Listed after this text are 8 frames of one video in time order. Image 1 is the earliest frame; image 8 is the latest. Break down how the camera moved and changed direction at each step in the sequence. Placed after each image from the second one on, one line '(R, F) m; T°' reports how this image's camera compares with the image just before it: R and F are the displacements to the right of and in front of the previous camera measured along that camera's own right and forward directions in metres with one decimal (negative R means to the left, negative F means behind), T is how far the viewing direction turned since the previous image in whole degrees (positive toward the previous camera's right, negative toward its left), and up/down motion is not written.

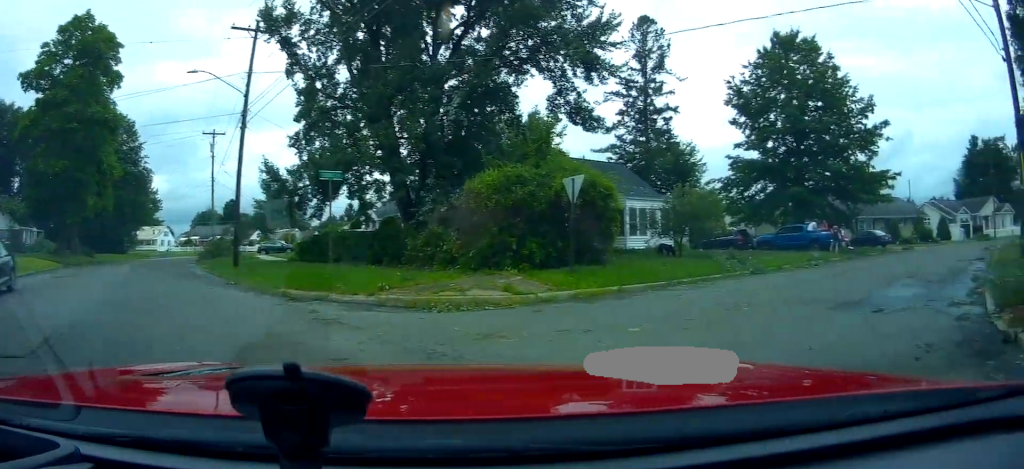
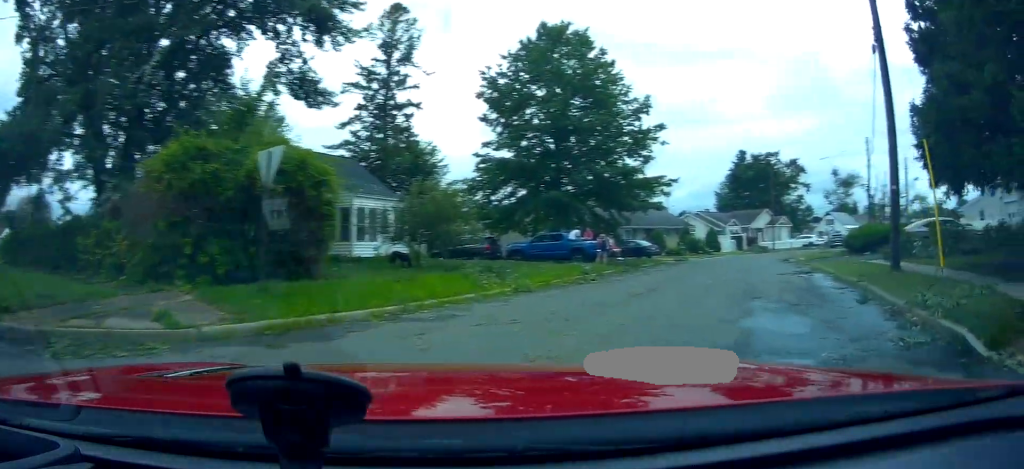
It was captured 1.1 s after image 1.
(+1.3, +4.3) m; +35°
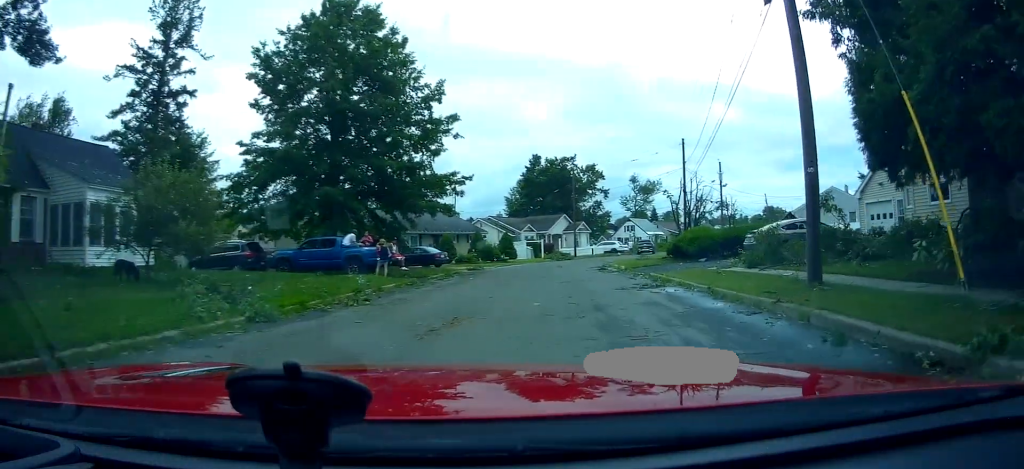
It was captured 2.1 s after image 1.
(+1.1, +4.3) m; +10°
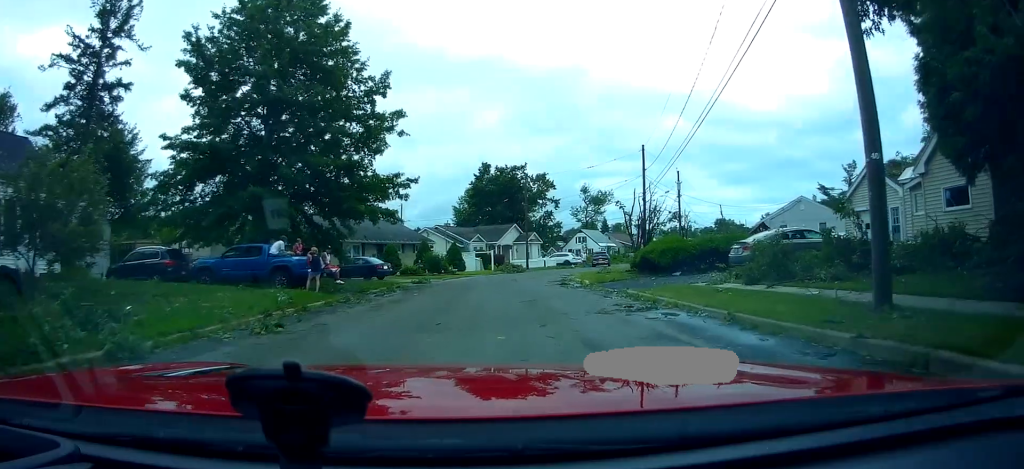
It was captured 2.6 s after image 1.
(0.0, +2.9) m; +3°
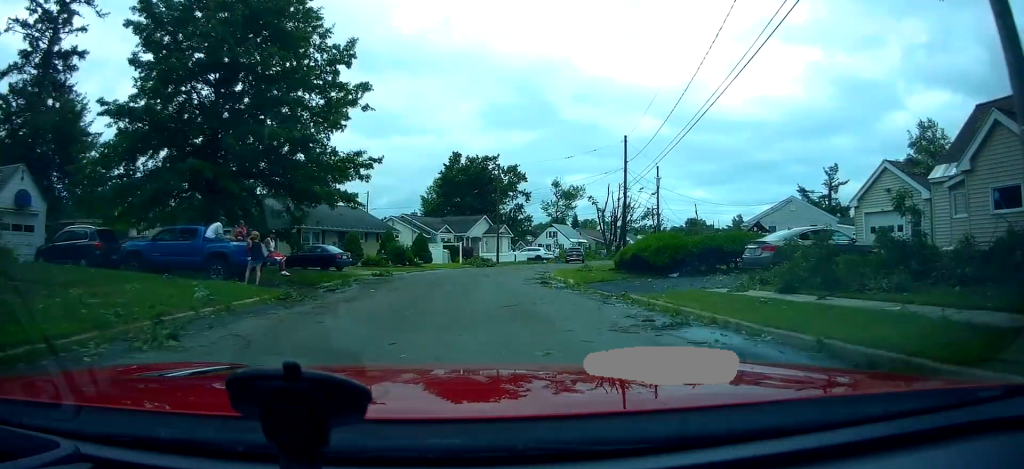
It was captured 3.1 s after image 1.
(-0.4, +2.9) m; +4°
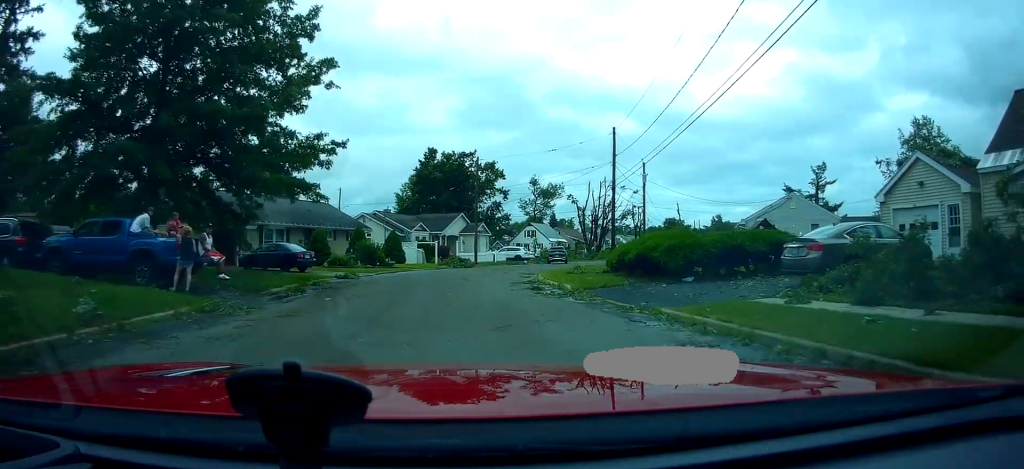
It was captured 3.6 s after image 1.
(+0.2, +3.2) m; +5°
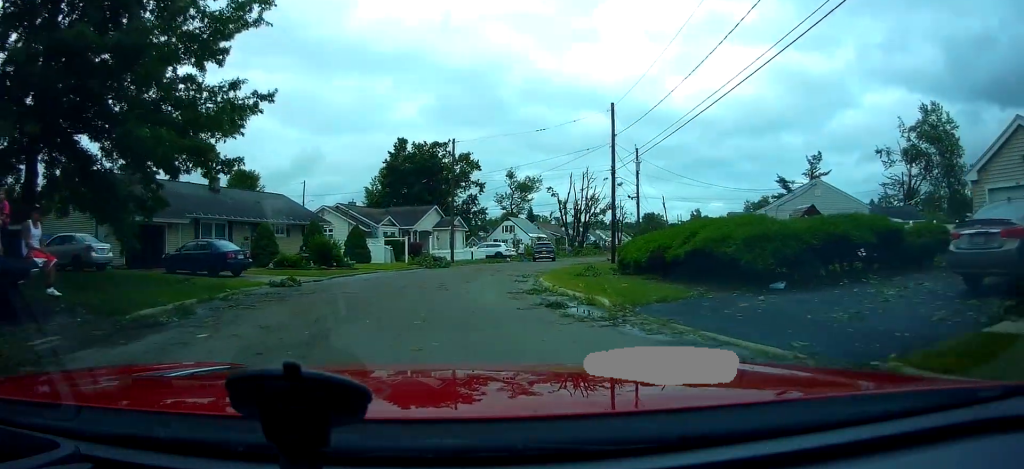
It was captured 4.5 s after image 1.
(+0.9, +6.3) m; +8°
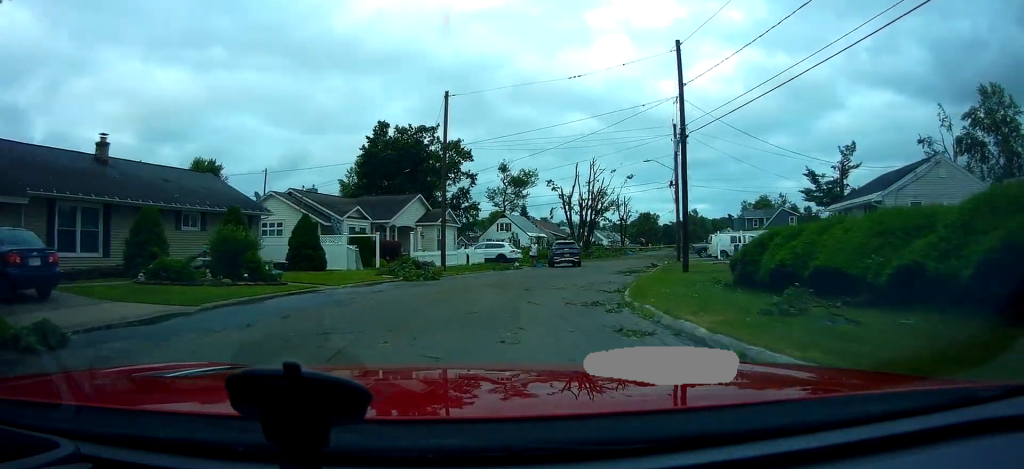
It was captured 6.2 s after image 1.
(+0.2, +12.8) m; +2°
